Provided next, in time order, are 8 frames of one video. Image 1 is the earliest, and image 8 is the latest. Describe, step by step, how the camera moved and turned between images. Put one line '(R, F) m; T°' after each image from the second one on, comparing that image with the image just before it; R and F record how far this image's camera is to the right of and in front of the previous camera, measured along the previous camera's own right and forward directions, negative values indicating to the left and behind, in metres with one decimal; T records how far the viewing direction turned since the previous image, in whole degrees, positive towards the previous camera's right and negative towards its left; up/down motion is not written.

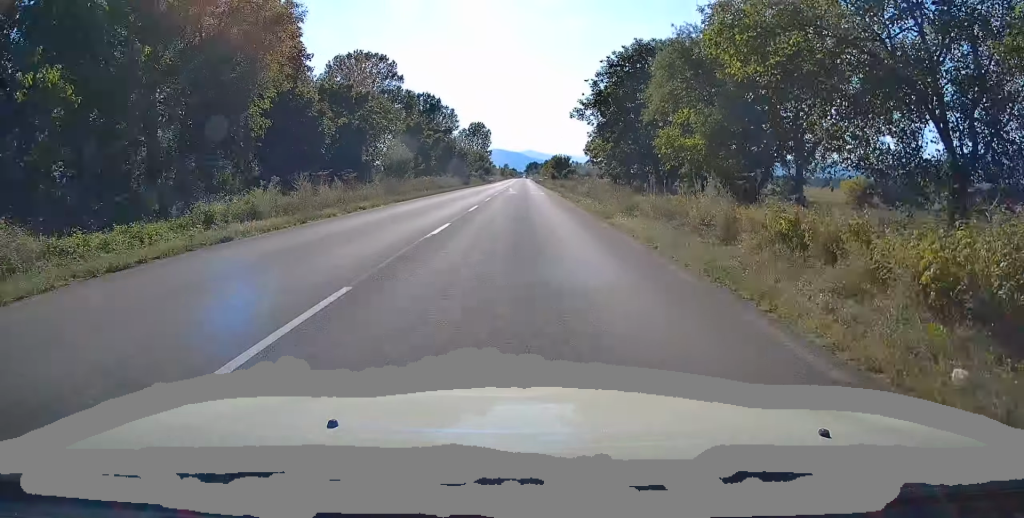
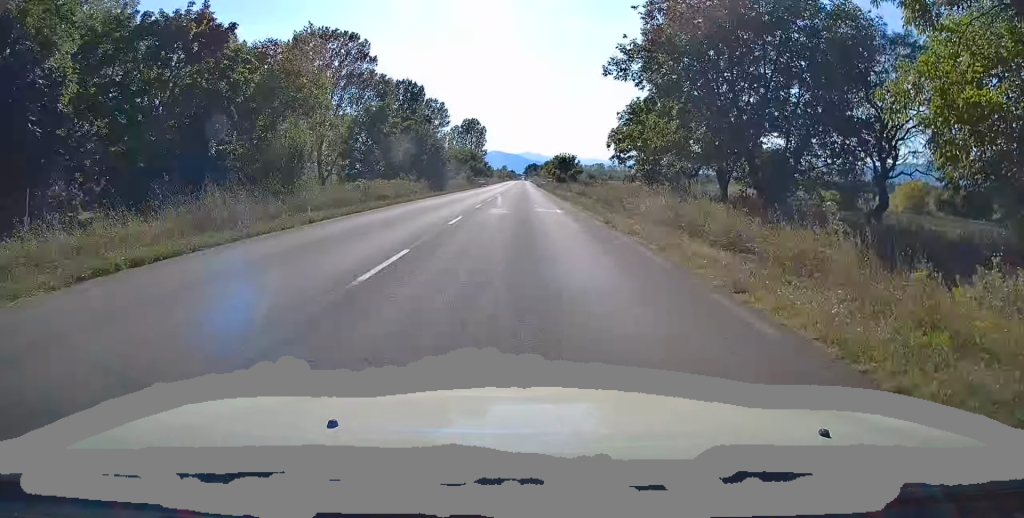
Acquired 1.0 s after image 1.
(+0.2, +23.2) m; +1°
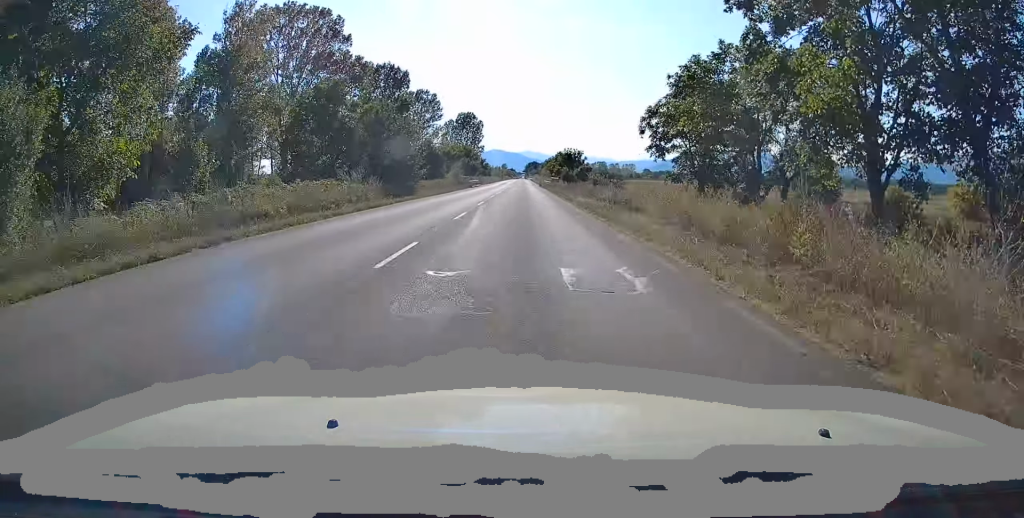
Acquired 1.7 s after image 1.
(+0.2, +16.8) m; 0°
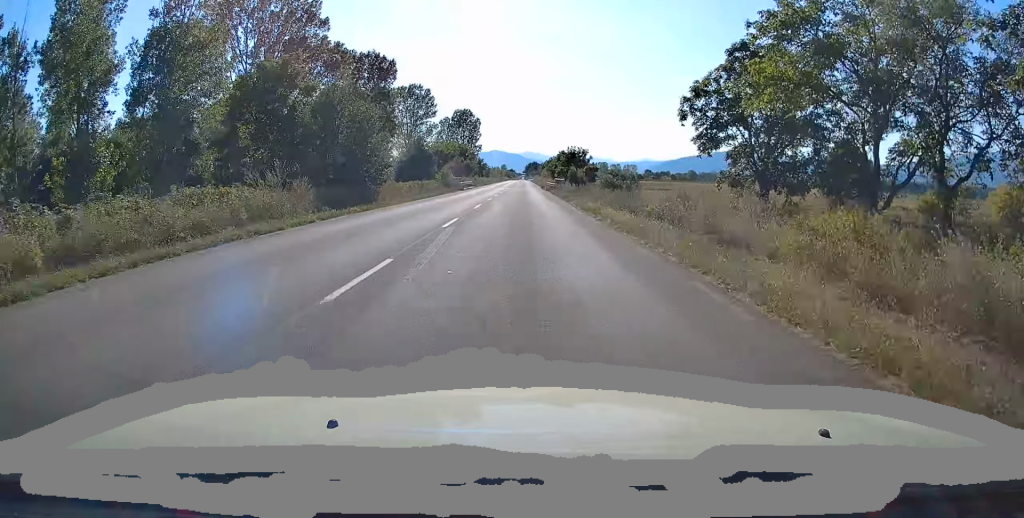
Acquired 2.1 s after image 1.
(-0.2, +11.1) m; 0°
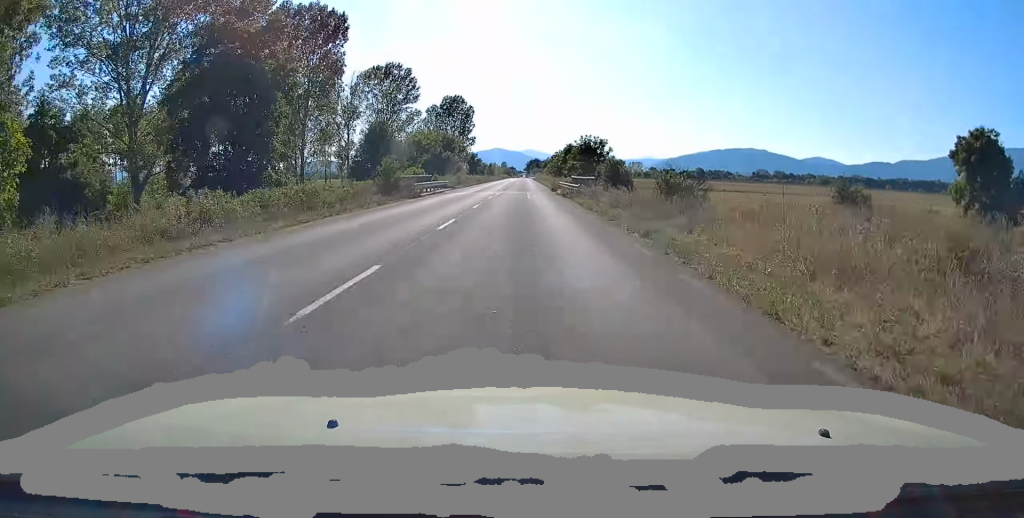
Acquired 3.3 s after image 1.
(+0.2, +27.7) m; 0°
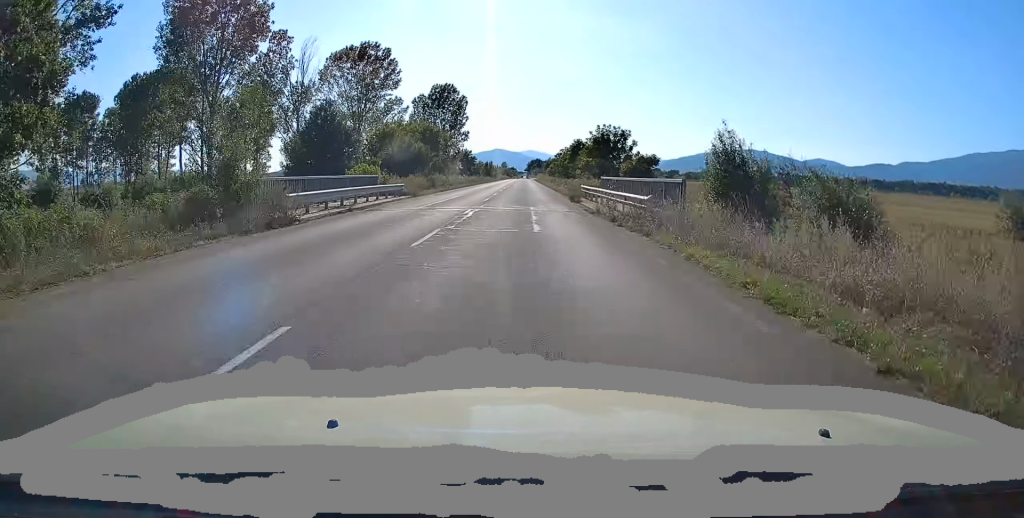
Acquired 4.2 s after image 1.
(-0.2, +21.4) m; 0°
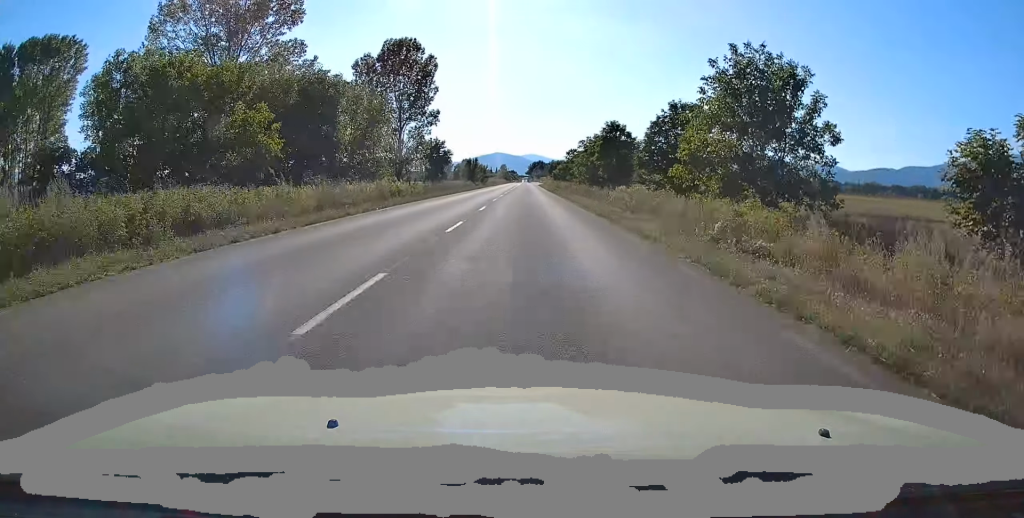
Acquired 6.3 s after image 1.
(-0.1, +50.6) m; -1°
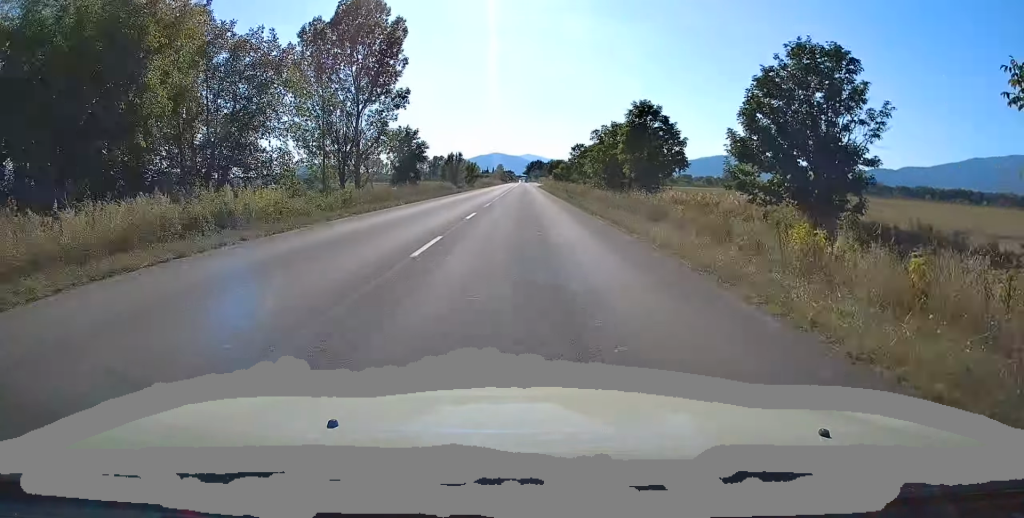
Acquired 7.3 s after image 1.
(-0.1, +22.1) m; +1°
